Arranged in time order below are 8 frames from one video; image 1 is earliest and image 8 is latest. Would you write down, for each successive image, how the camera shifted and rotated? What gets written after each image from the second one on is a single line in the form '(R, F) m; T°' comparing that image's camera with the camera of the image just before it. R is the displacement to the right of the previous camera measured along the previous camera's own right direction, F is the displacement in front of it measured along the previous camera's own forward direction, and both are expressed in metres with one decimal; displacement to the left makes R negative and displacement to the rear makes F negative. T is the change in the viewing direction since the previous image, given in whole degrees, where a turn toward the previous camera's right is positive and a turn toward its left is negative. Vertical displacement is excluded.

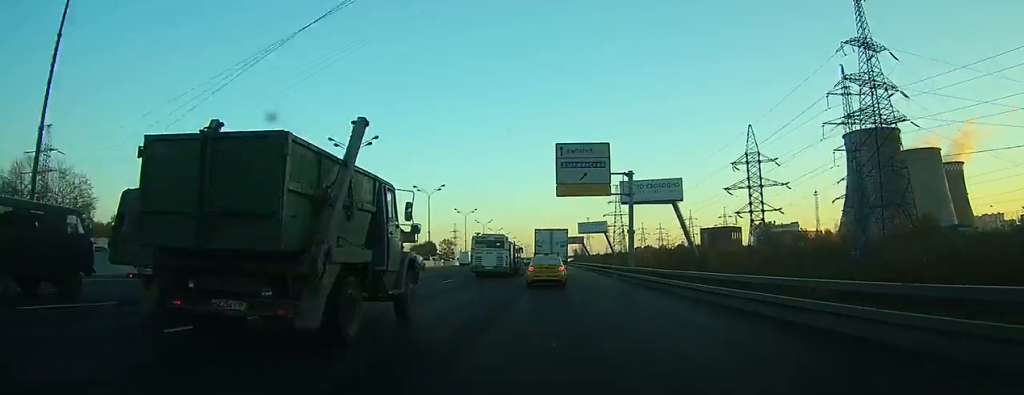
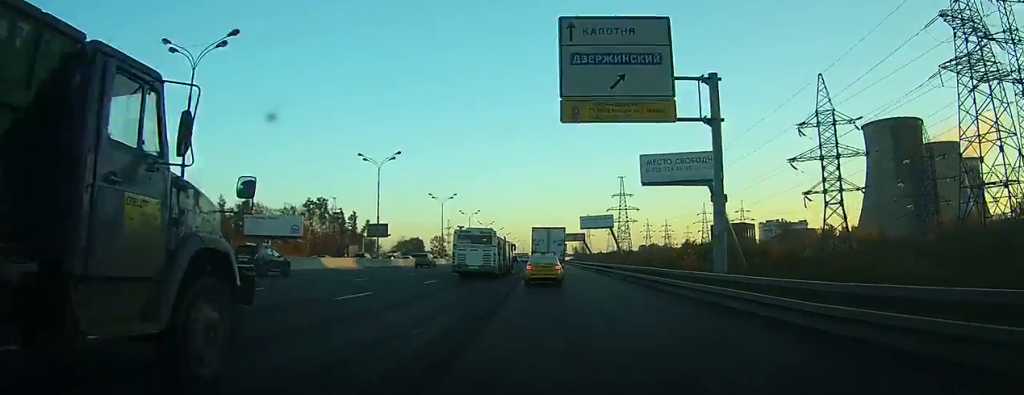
(0.0, +25.9) m; 0°
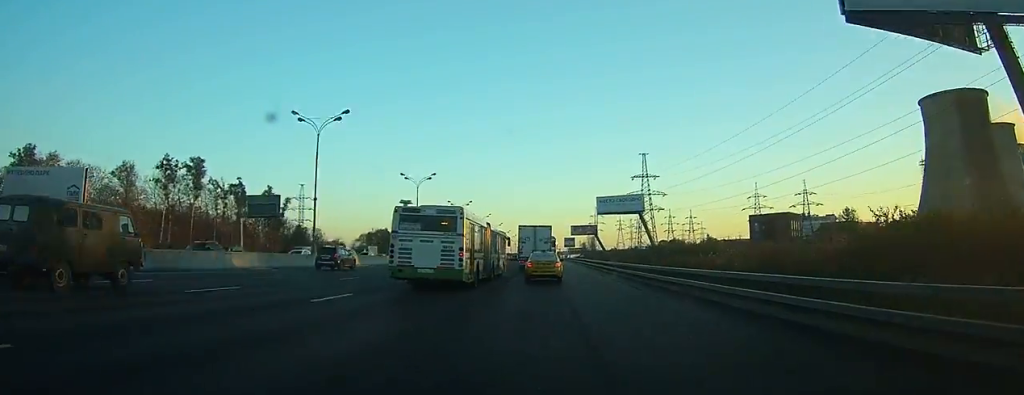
(-0.2, +61.4) m; 0°
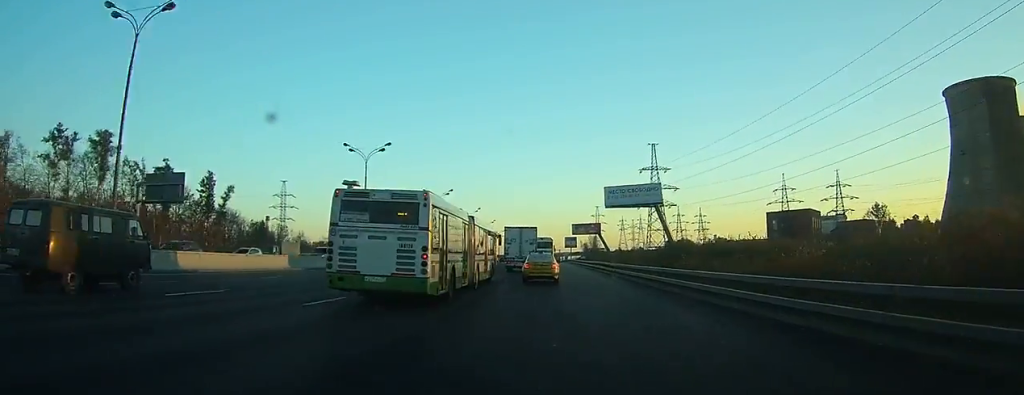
(0.0, +26.0) m; 0°
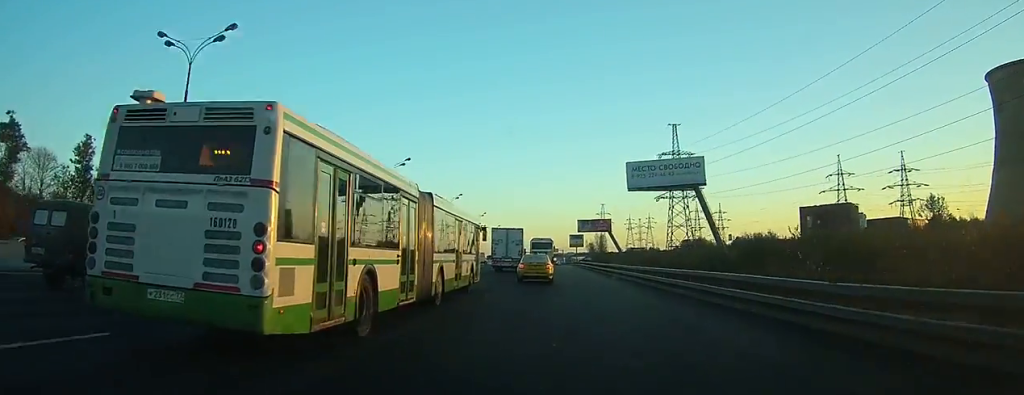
(0.0, +37.2) m; 0°
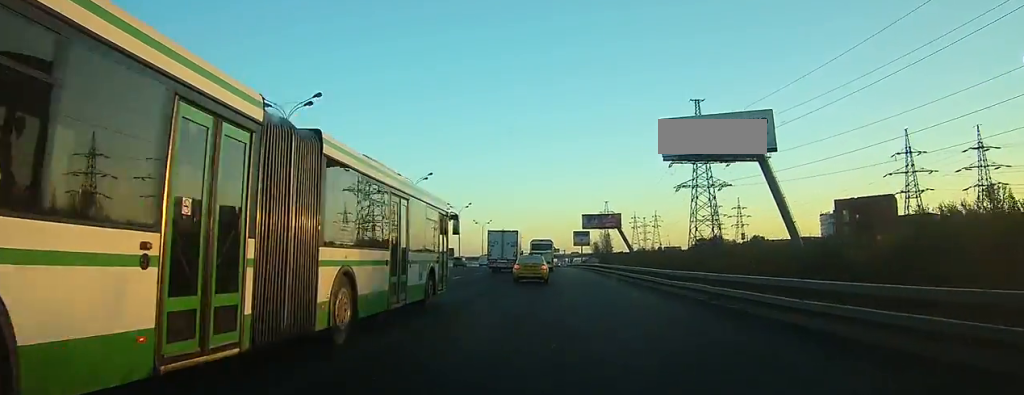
(0.0, +30.7) m; 0°
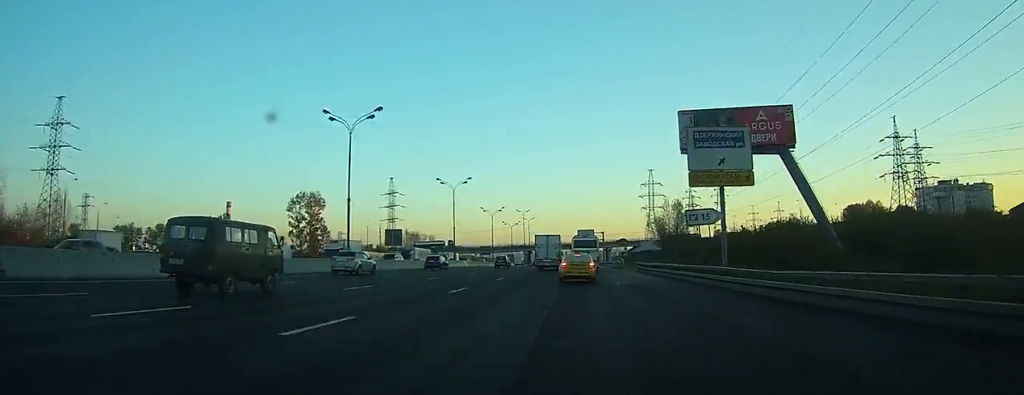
(-0.8, +113.4) m; -1°
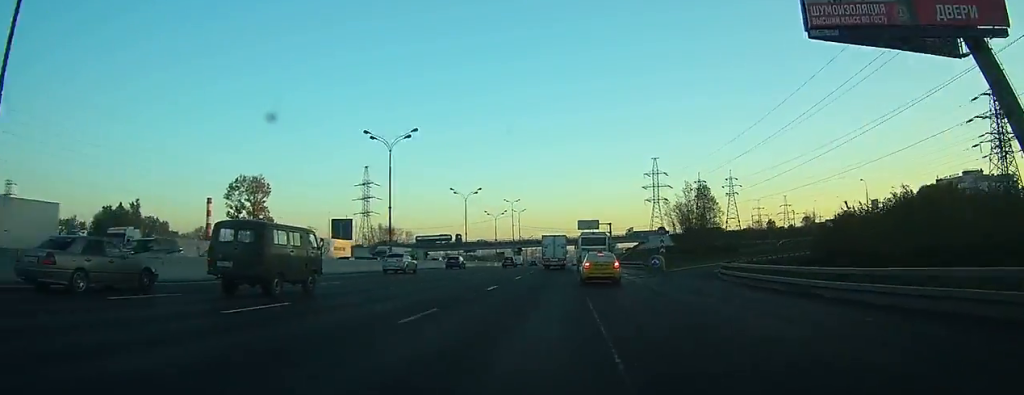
(-0.2, +31.4) m; 0°
